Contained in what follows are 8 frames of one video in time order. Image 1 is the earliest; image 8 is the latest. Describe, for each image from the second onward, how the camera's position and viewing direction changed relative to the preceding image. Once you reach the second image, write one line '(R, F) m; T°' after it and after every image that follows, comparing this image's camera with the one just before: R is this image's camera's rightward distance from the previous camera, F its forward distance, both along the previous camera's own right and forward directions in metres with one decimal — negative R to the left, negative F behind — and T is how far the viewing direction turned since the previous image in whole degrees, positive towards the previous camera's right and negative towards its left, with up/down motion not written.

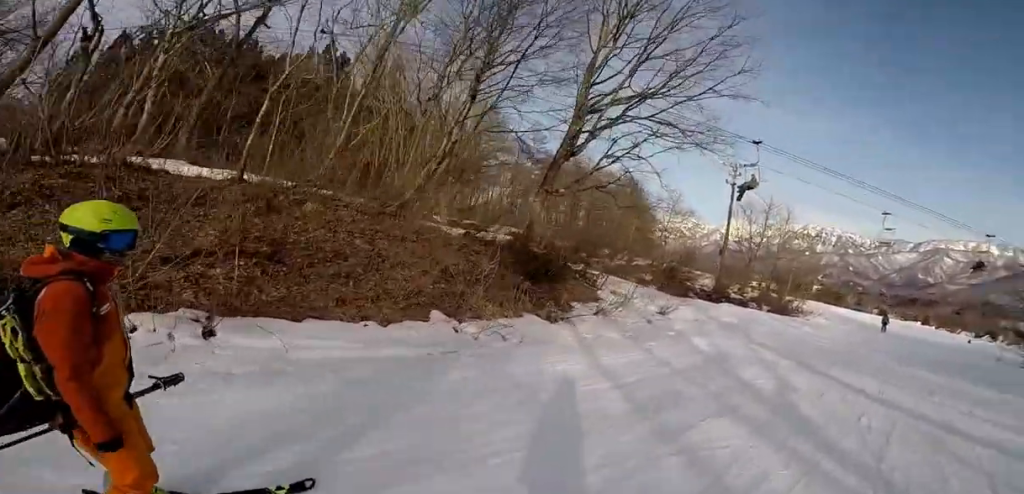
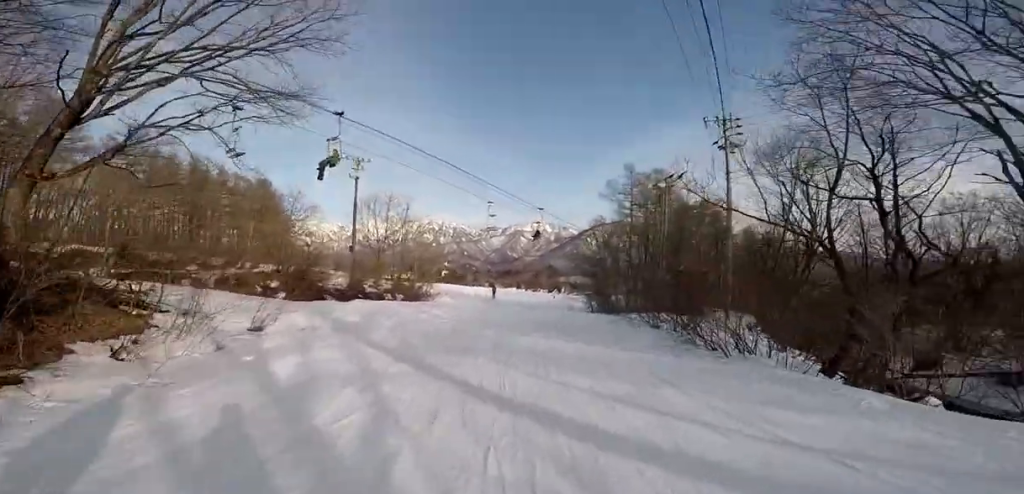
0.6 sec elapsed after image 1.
(-0.3, +3.7) m; -4°
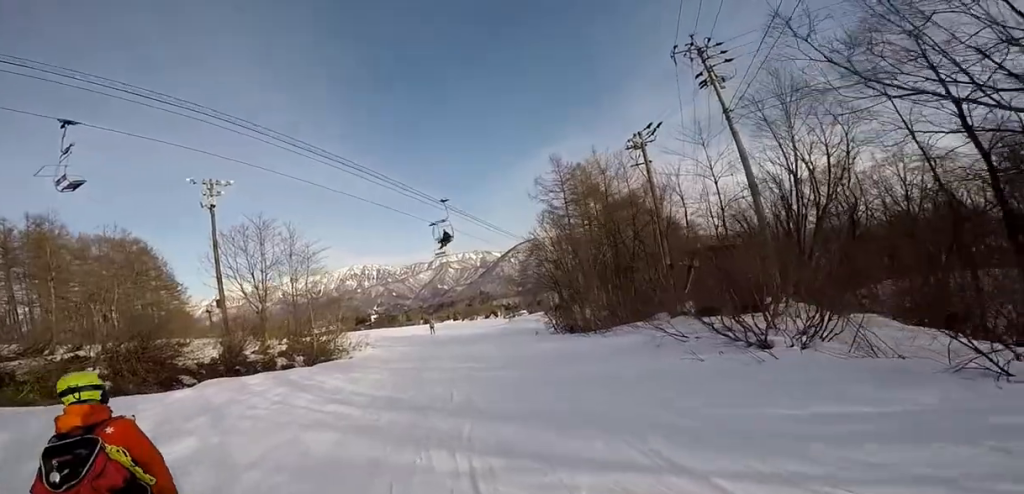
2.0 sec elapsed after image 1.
(-0.4, +9.2) m; -1°
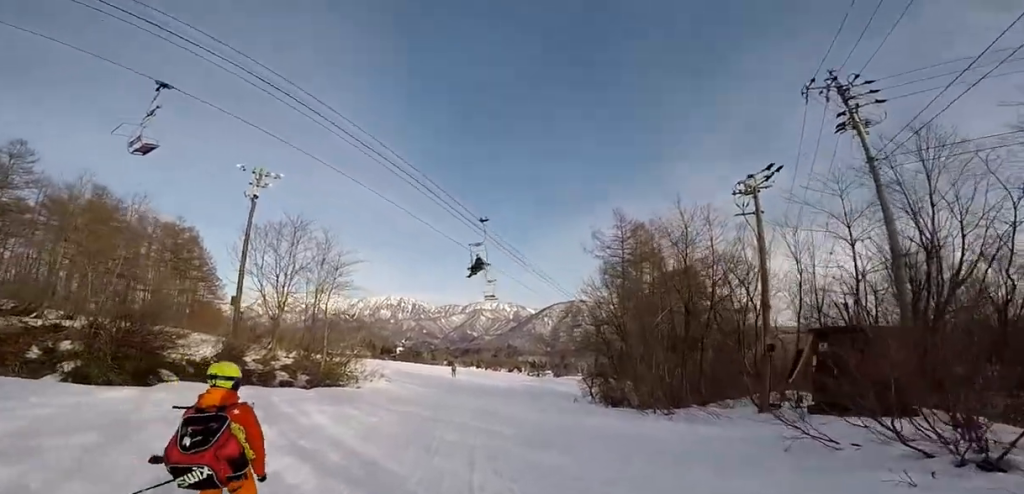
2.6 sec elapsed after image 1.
(+0.1, +3.5) m; +7°
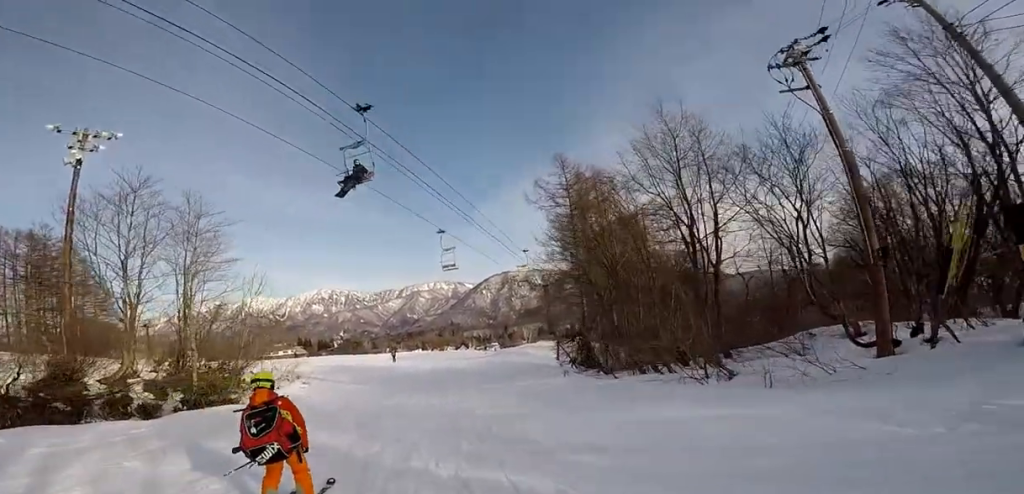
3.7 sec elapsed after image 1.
(+0.8, +6.5) m; +4°
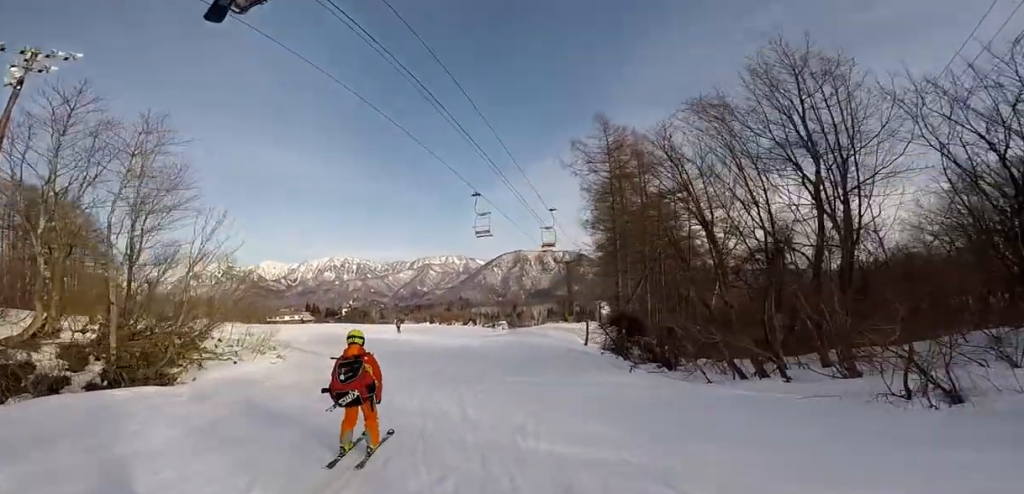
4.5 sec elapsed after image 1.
(-0.2, +4.8) m; -6°
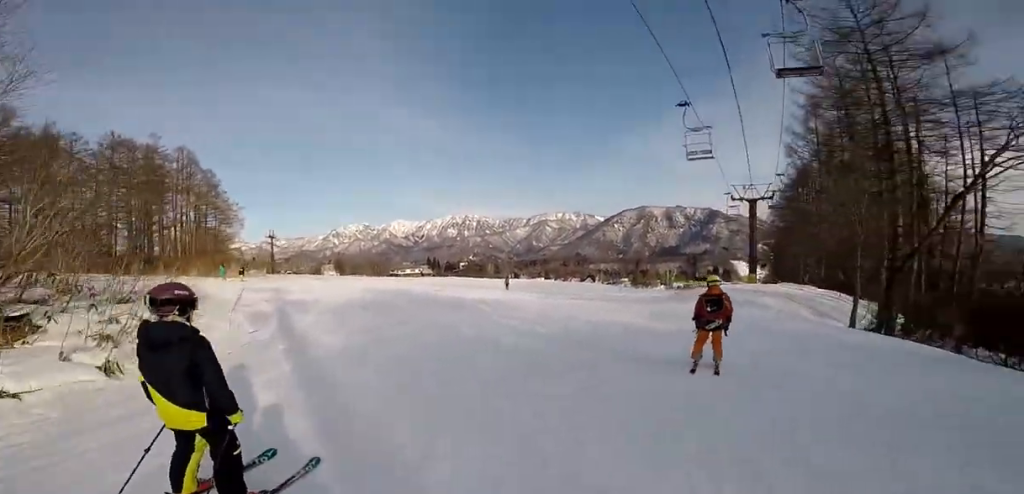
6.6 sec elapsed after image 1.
(-1.5, +12.5) m; +2°
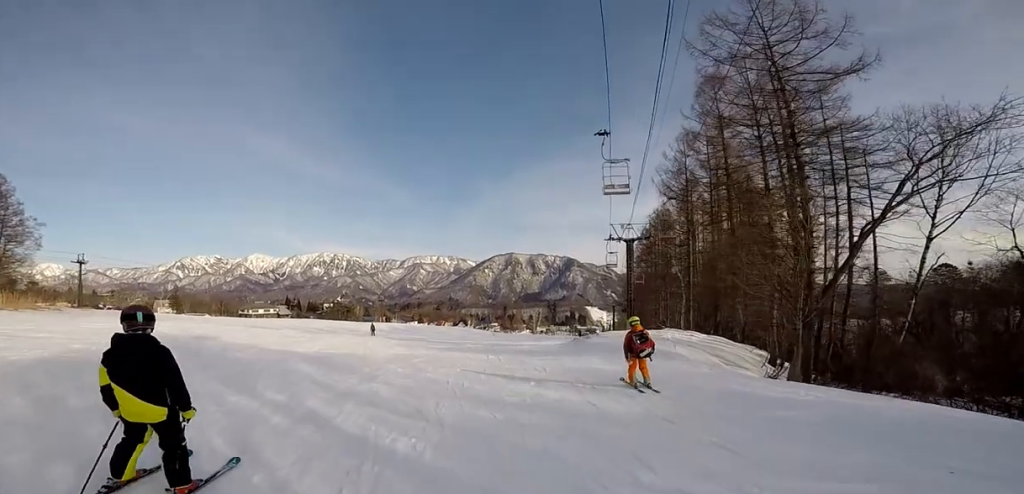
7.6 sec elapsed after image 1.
(+0.9, +5.5) m; +7°
